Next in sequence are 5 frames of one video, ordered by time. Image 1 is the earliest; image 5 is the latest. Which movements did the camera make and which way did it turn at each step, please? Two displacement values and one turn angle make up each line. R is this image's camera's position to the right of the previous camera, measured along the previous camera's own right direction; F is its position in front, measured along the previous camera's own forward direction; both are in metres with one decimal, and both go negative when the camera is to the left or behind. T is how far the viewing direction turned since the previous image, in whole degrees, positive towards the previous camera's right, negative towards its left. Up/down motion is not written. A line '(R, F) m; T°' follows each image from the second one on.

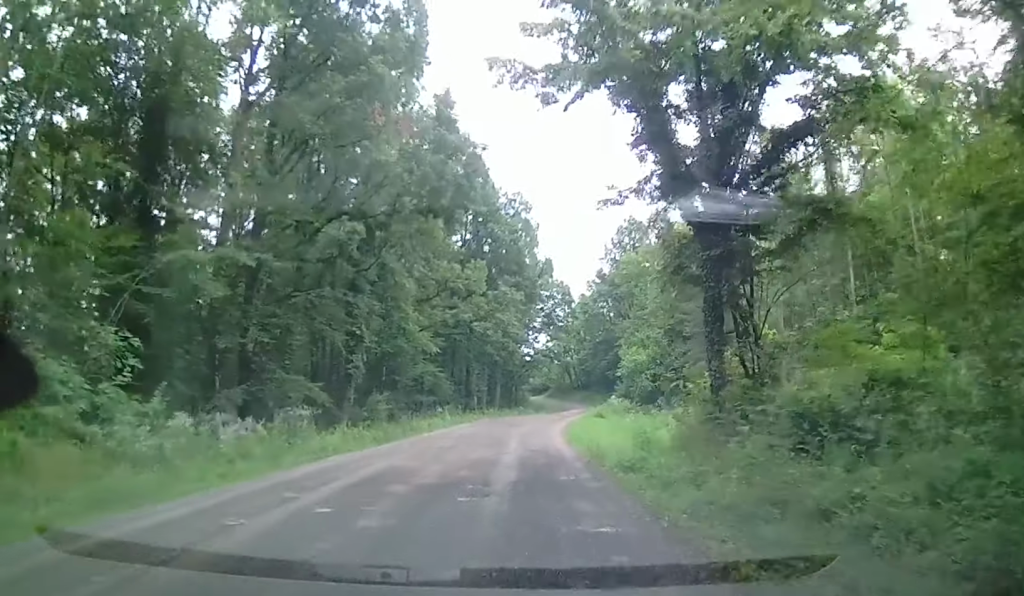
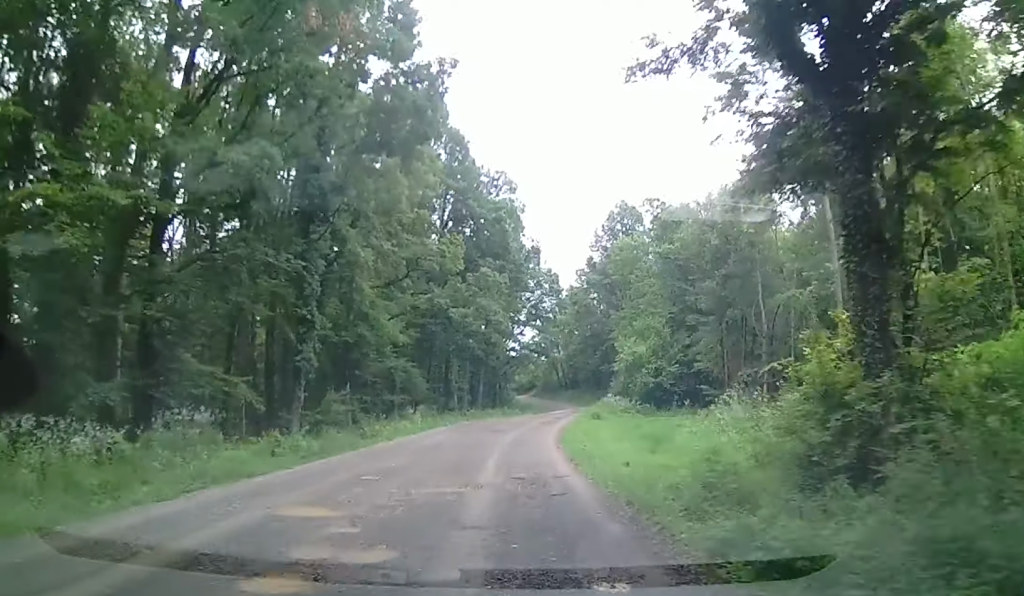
(+0.1, +7.5) m; 0°
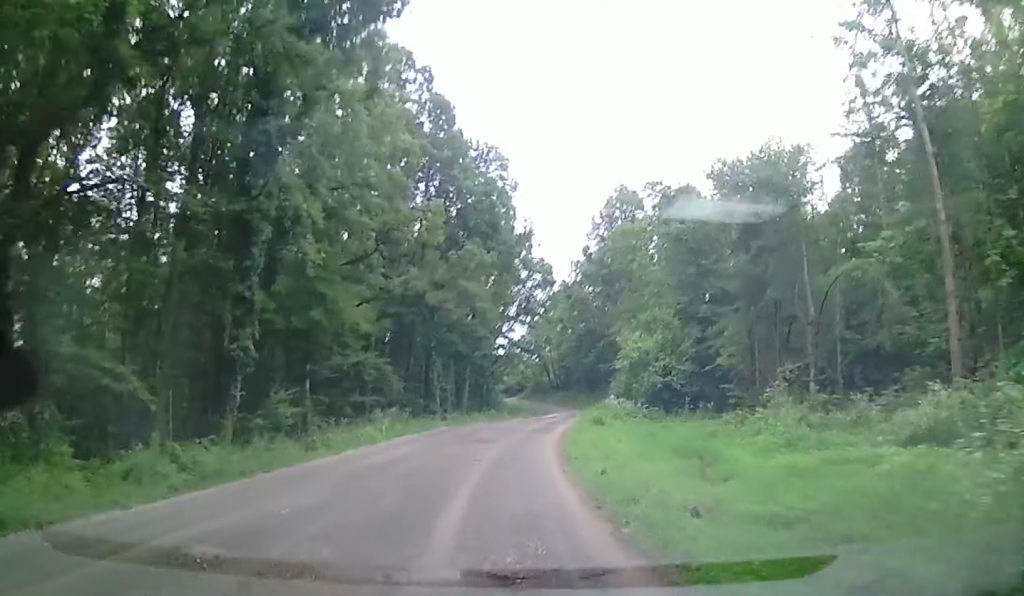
(-0.1, +7.4) m; +1°
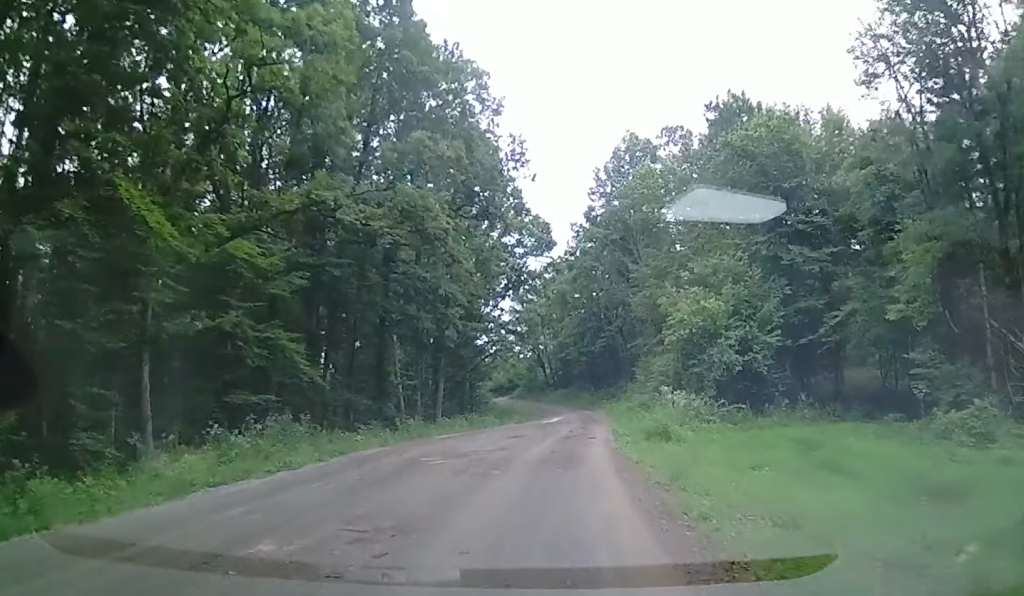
(+0.1, +18.1) m; 0°
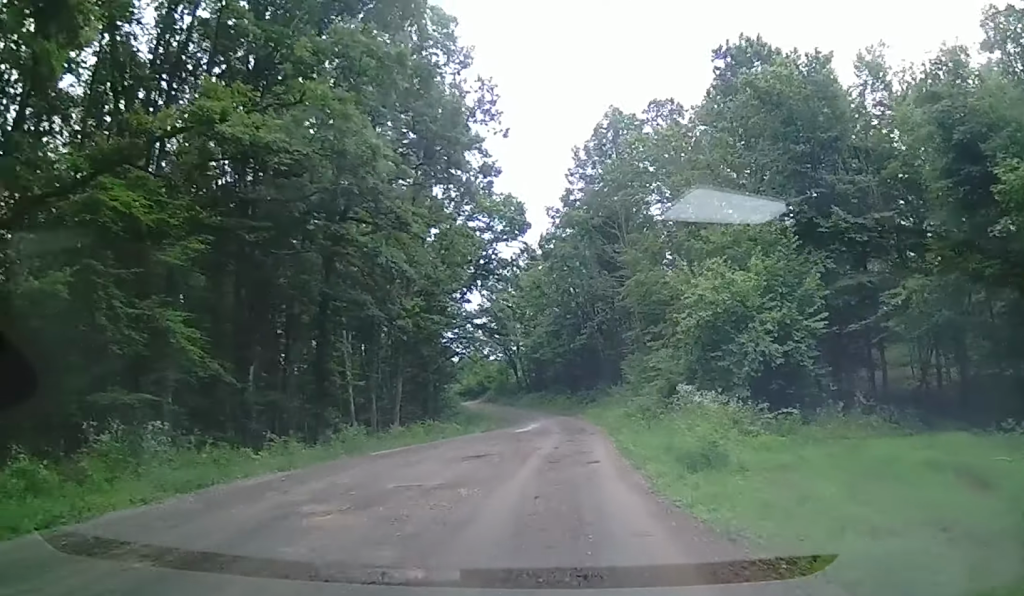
(+0.2, +7.4) m; +1°
